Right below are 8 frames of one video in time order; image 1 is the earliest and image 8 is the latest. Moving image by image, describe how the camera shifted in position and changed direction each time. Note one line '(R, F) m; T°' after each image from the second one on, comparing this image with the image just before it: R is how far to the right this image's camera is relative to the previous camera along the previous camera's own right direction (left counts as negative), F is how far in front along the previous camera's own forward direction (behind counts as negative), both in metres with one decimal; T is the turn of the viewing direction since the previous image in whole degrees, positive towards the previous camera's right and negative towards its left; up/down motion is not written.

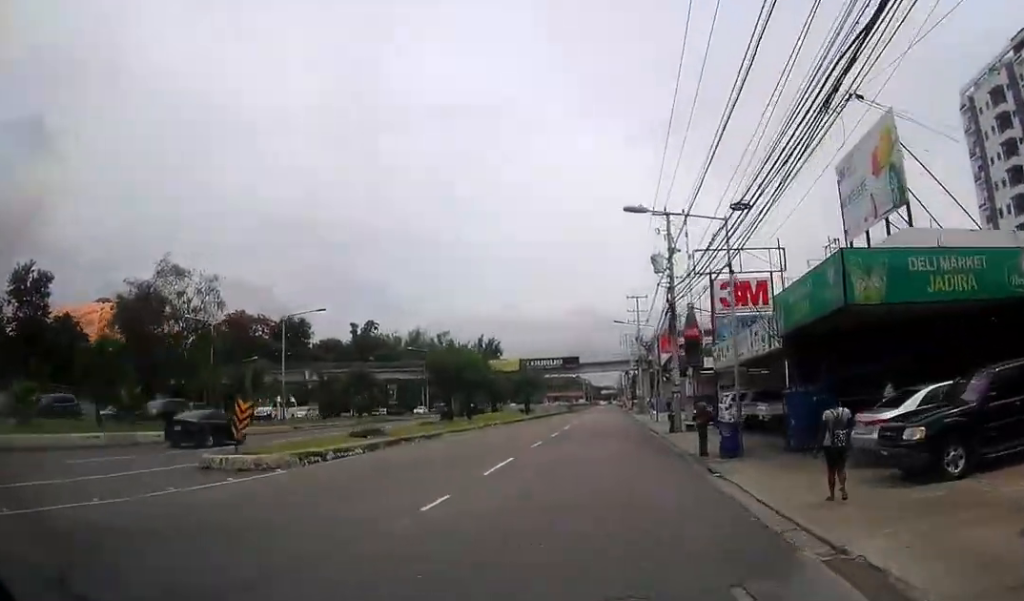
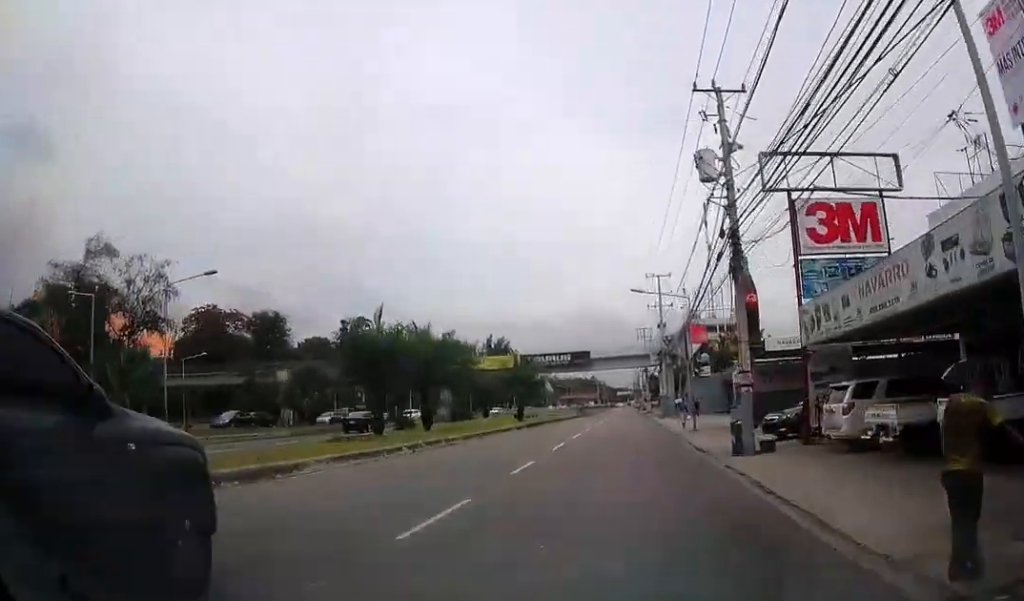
(+1.1, +14.1) m; +5°
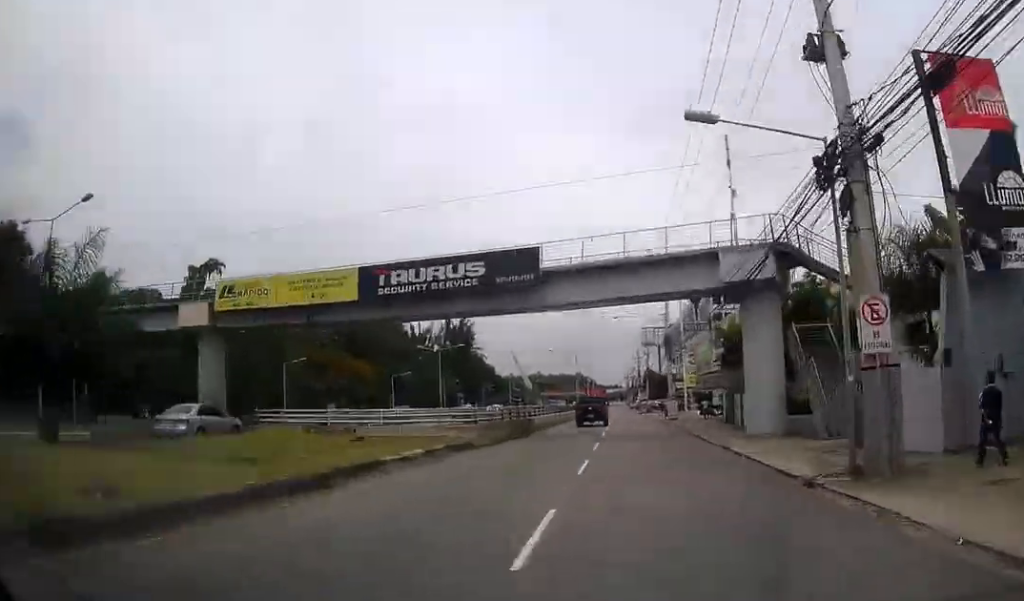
(0.0, +53.4) m; 0°
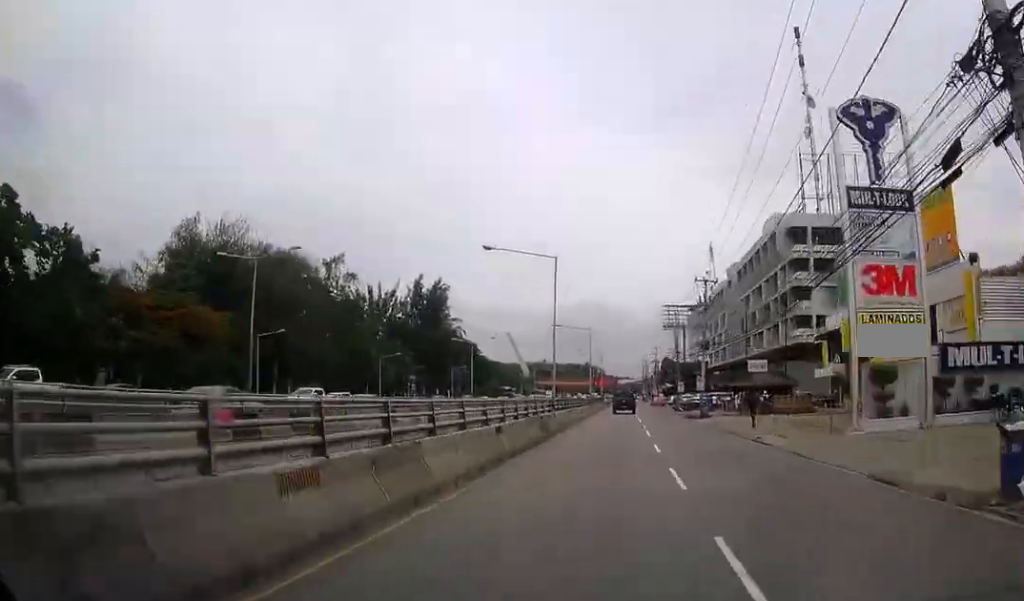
(-0.2, +48.7) m; -1°
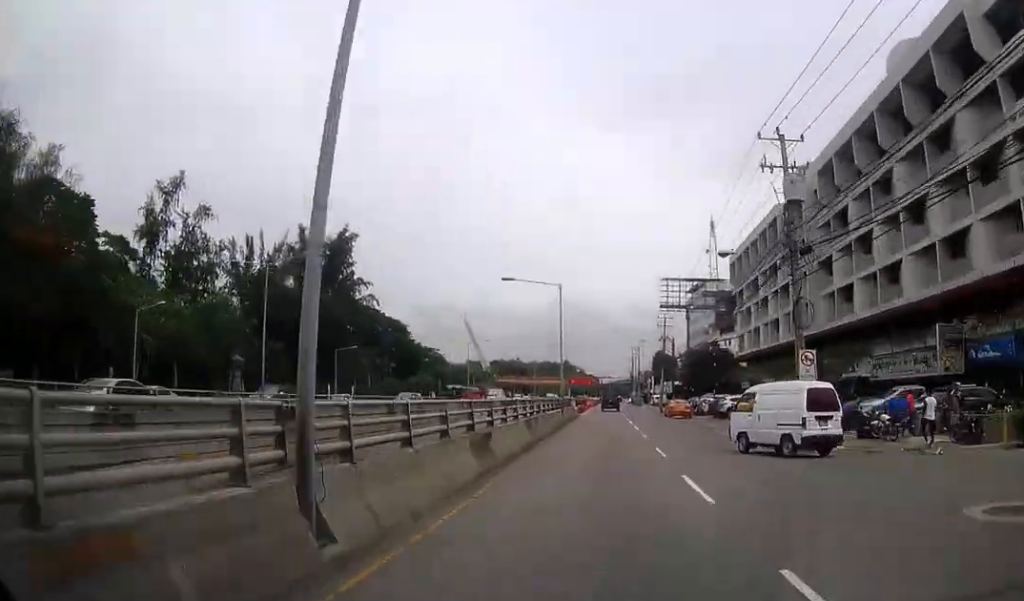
(0.0, +52.4) m; 0°
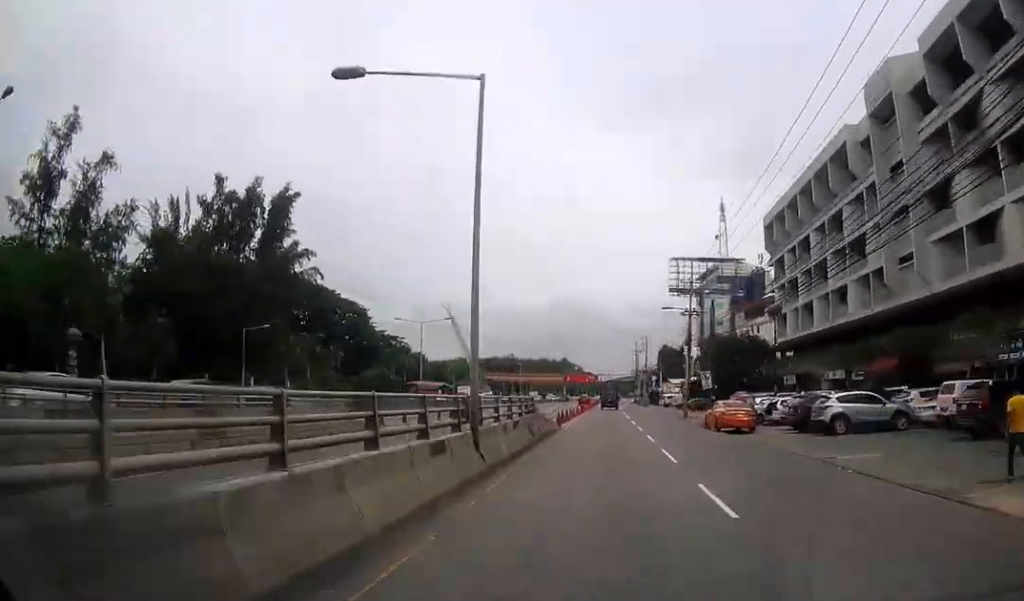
(+0.1, +23.7) m; 0°
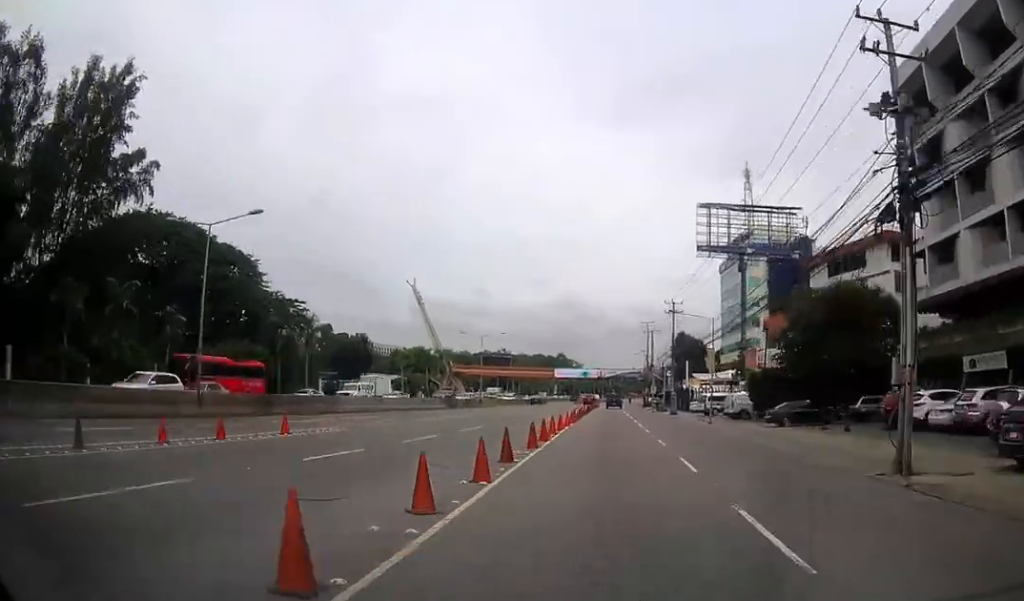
(0.0, +39.1) m; 0°
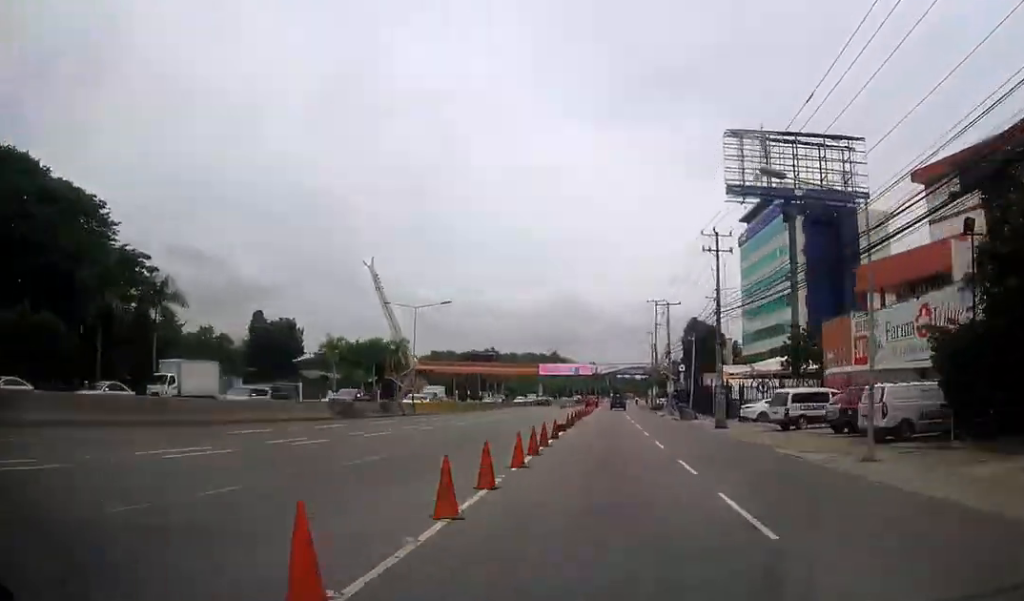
(+0.1, +28.5) m; 0°
